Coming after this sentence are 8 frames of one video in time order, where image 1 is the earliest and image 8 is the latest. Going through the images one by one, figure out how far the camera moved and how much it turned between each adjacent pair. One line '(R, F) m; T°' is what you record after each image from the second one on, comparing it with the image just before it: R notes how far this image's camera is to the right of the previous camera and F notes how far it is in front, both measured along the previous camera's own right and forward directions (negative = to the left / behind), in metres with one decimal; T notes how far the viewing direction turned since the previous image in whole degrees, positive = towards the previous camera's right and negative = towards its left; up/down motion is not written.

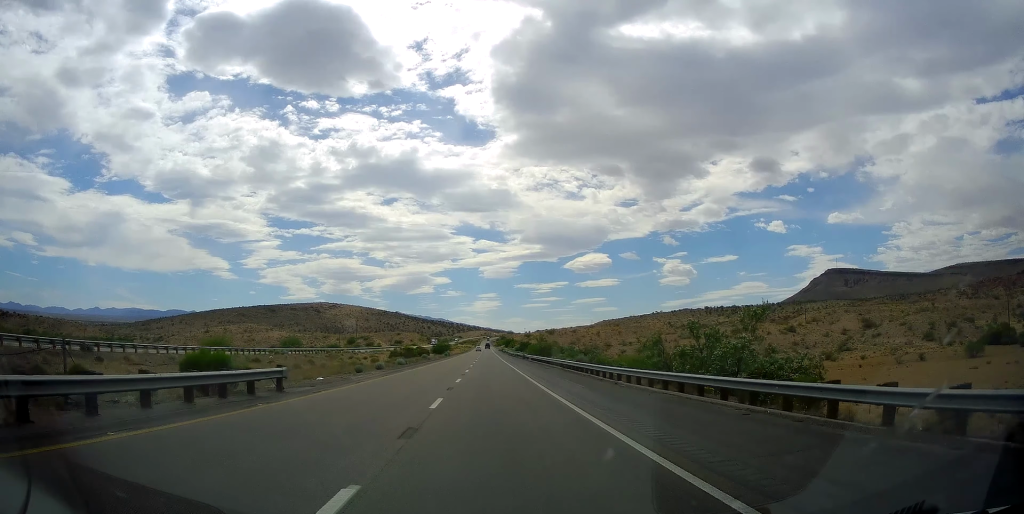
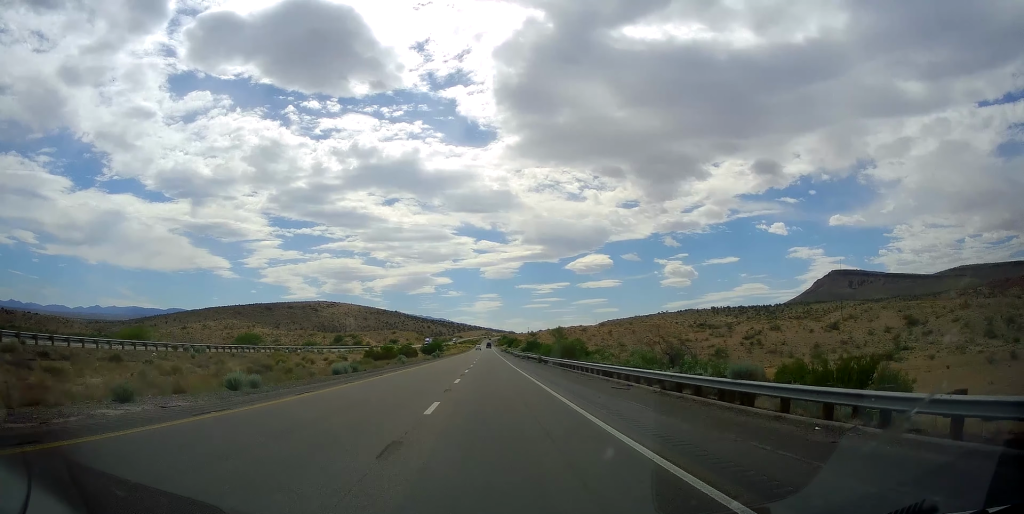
(0.0, +26.6) m; 0°
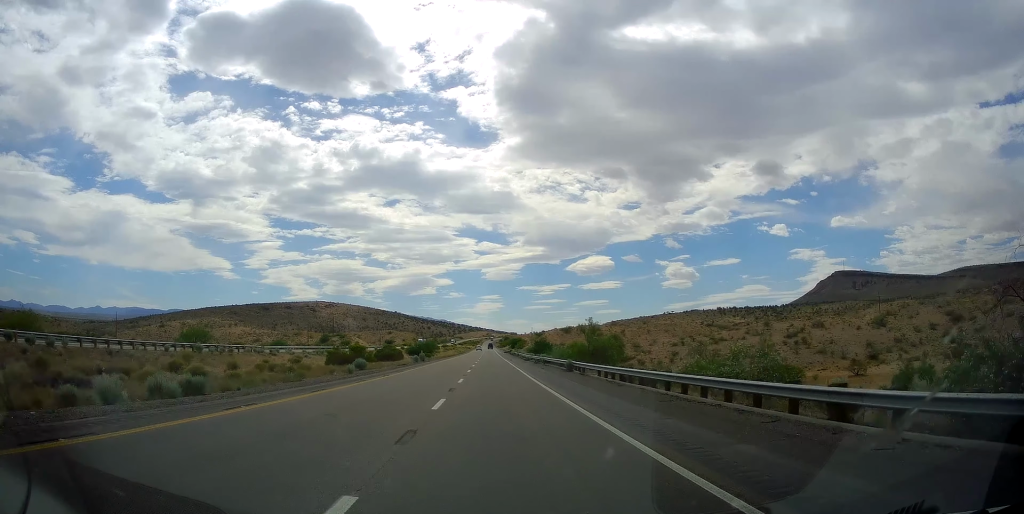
(0.0, +23.1) m; 0°
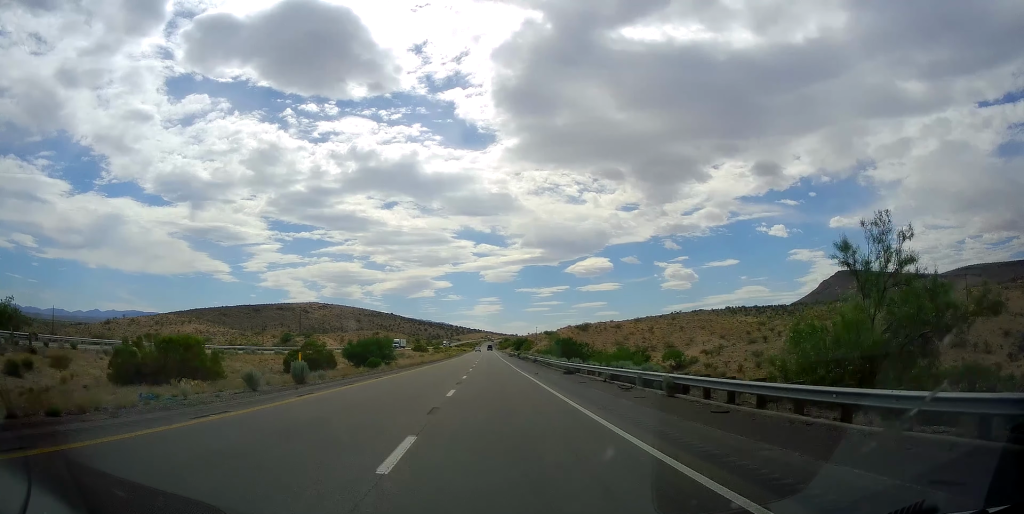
(0.0, +43.9) m; -1°
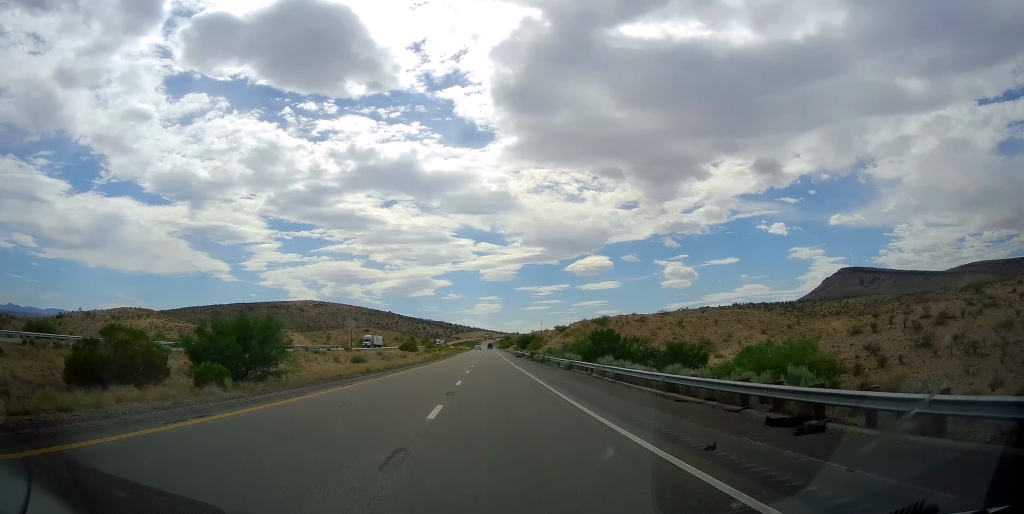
(-0.4, +31.1) m; 0°
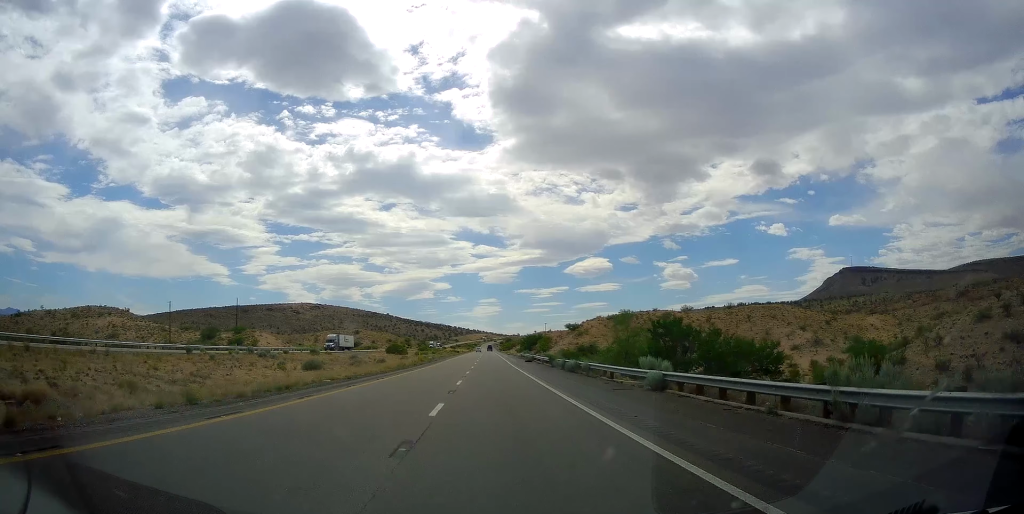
(+0.1, +23.1) m; 0°
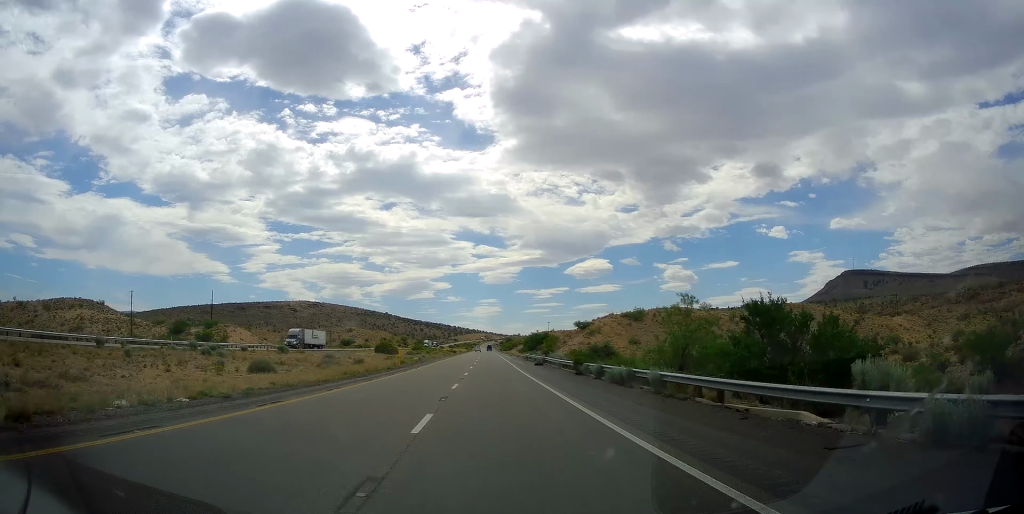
(+0.1, +15.1) m; 0°
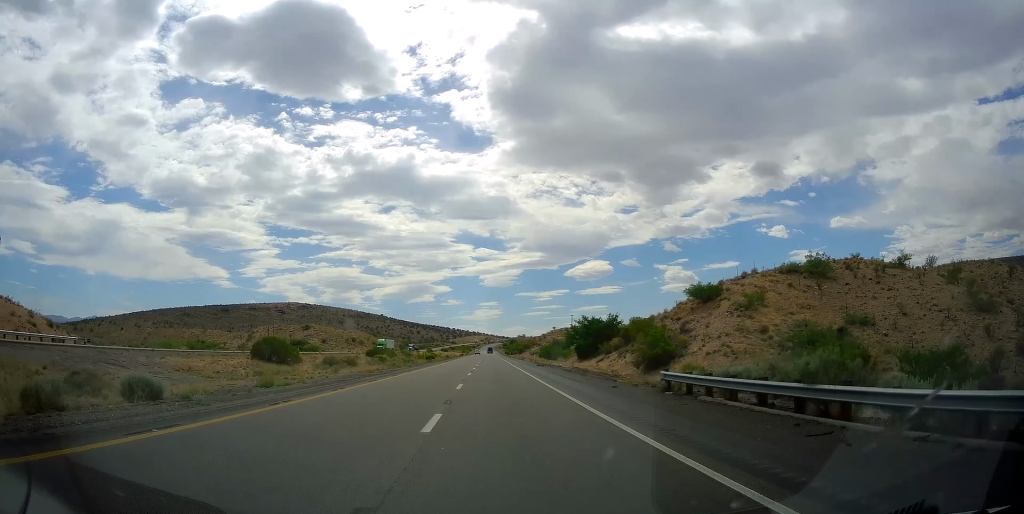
(+0.1, +72.9) m; 0°
